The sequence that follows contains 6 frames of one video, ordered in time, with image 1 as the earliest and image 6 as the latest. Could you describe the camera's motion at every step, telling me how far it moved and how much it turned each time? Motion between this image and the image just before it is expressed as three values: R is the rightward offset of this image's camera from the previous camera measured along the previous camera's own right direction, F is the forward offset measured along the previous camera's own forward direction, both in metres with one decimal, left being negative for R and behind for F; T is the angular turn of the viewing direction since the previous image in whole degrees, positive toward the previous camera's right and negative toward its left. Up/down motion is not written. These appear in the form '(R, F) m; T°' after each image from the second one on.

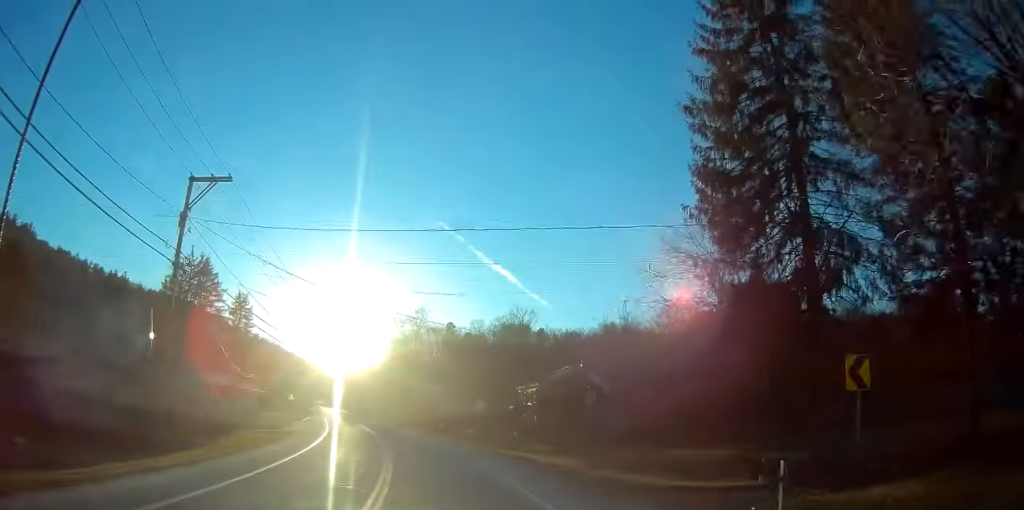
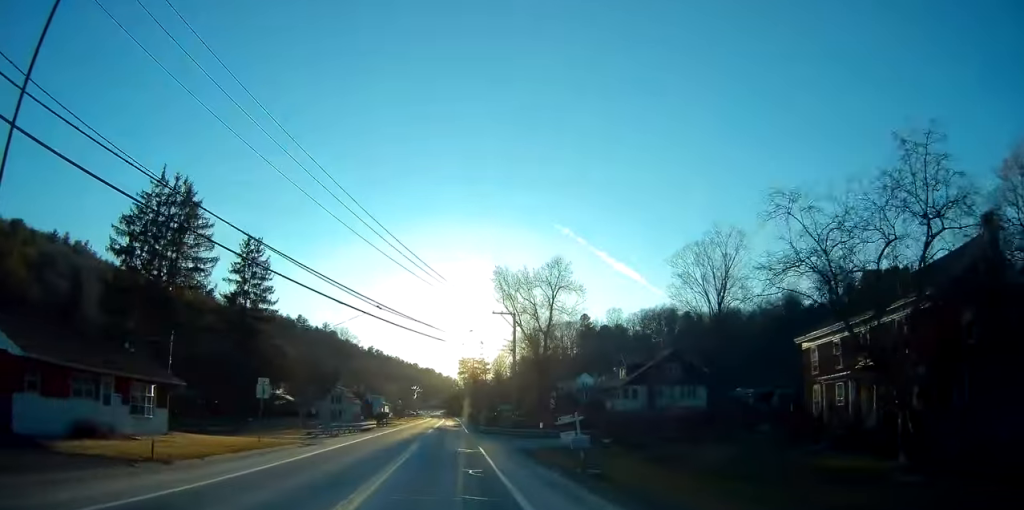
(-6.0, +43.4) m; -13°
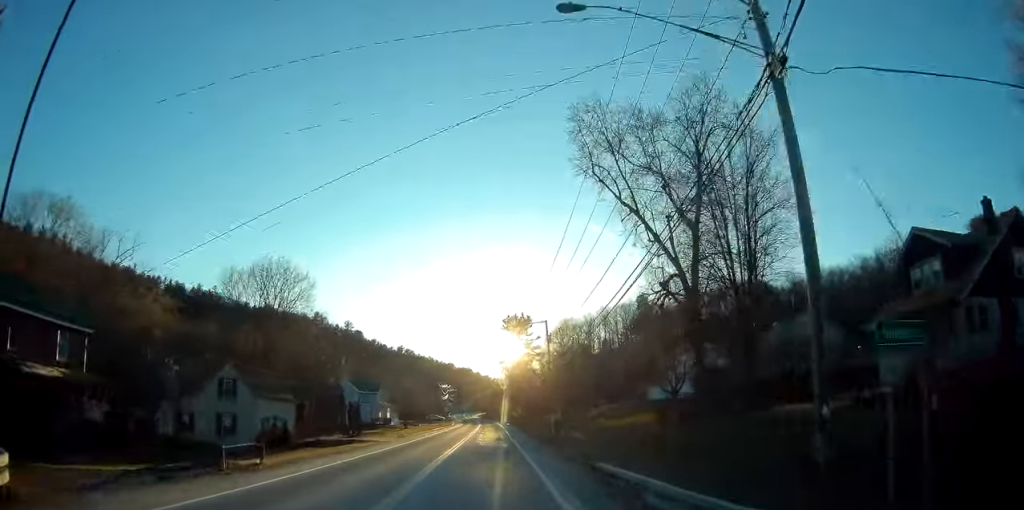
(-2.4, +49.7) m; -4°
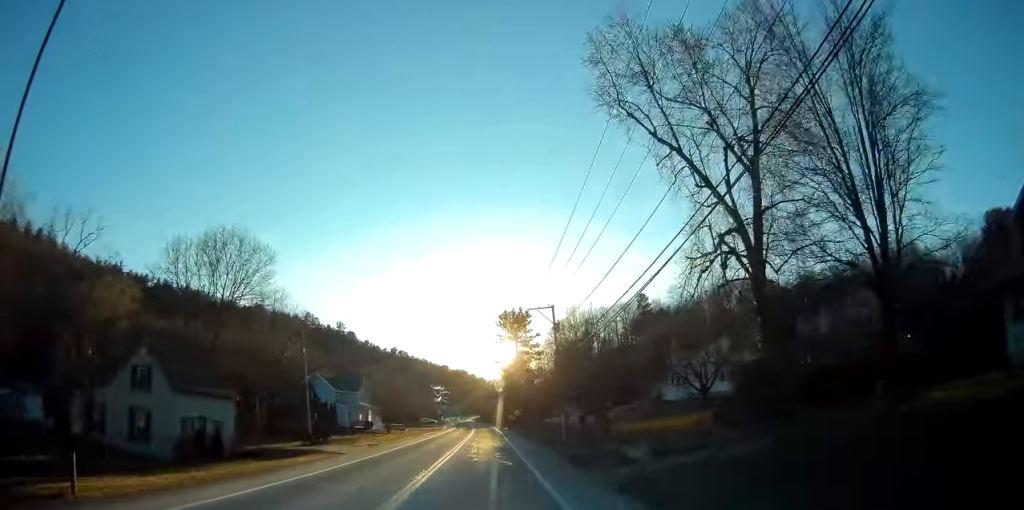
(-0.1, +10.4) m; 0°
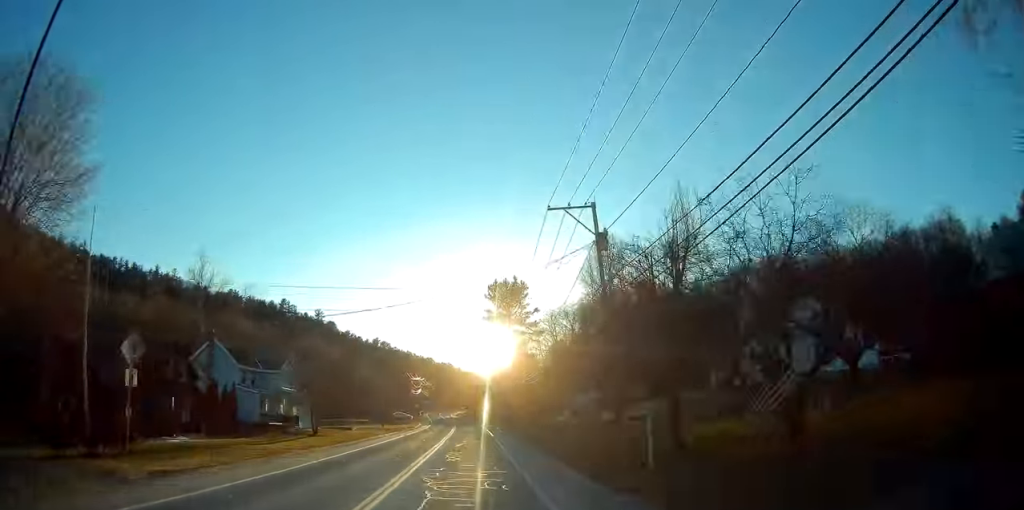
(0.0, +25.6) m; +1°
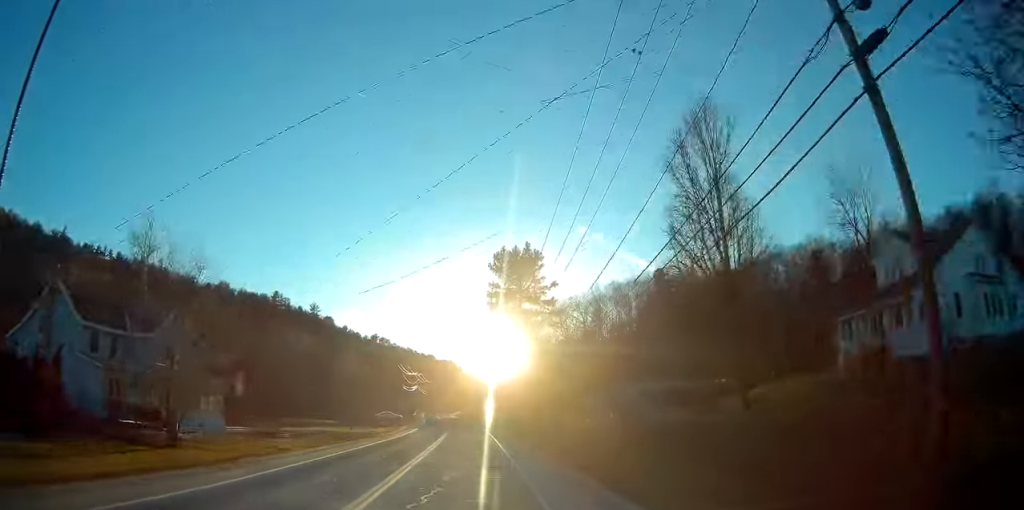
(+0.2, +21.3) m; 0°
